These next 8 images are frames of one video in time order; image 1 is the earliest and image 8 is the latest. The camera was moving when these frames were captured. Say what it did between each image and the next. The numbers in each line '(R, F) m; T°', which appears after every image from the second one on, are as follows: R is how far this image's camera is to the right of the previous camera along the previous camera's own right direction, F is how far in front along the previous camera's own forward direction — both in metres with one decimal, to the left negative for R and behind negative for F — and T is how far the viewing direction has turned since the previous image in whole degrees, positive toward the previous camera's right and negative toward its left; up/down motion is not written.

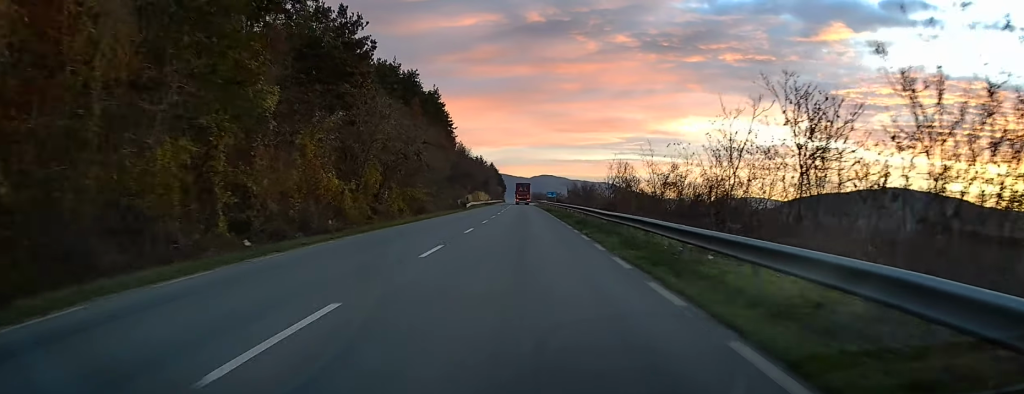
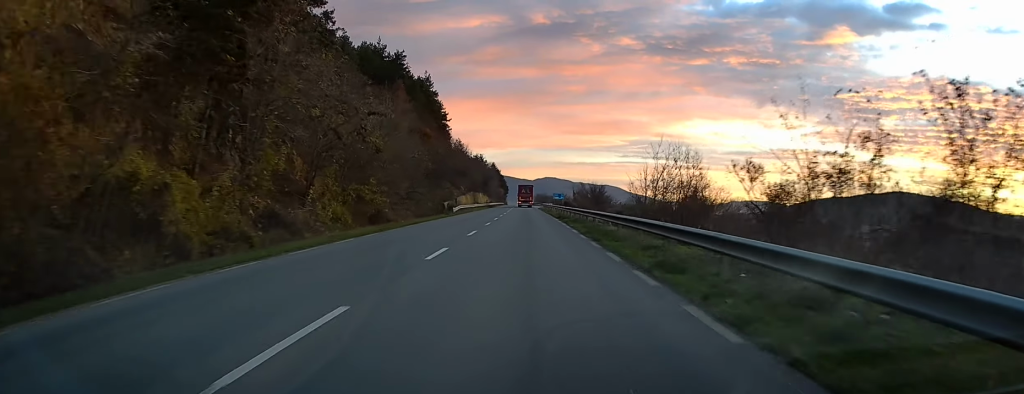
(-0.2, +18.2) m; 0°
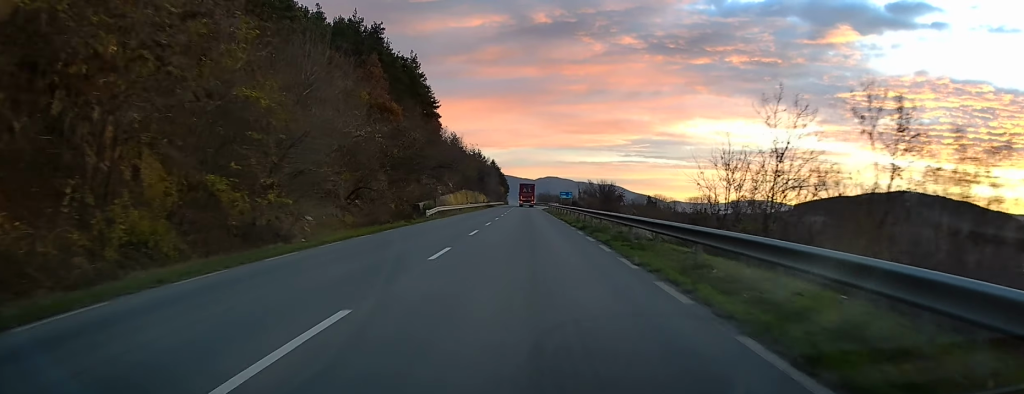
(+0.1, +18.2) m; +1°
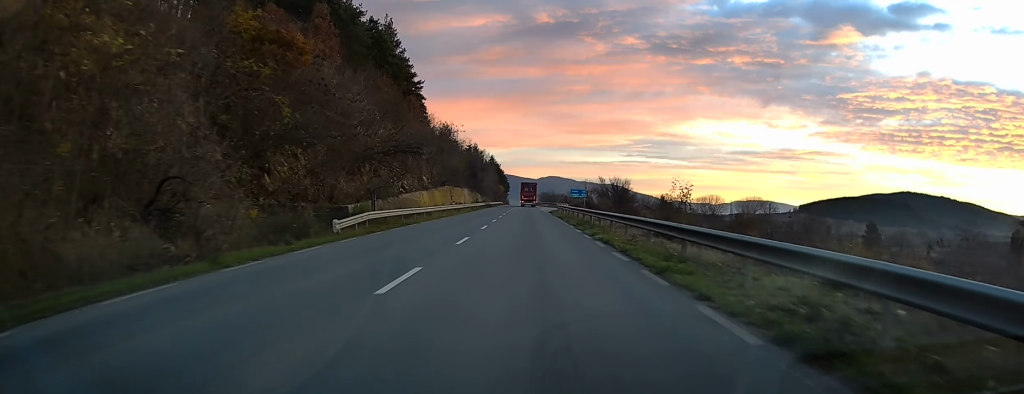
(+0.2, +22.6) m; 0°
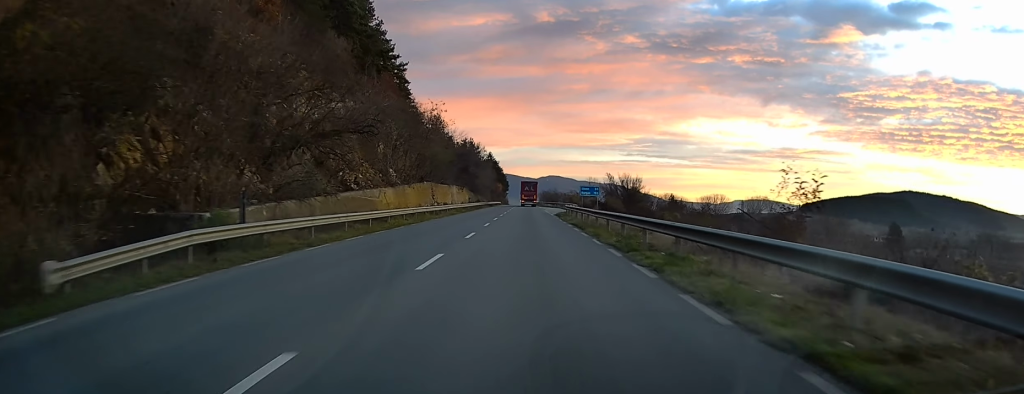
(0.0, +15.4) m; 0°
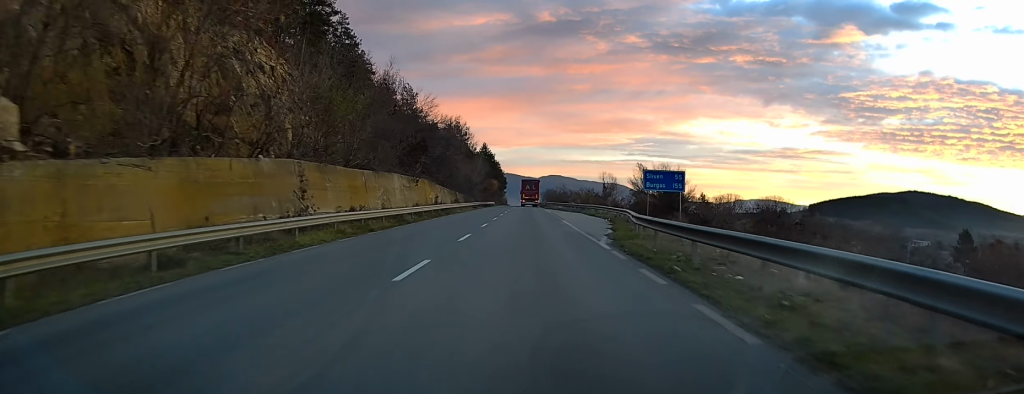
(0.0, +37.5) m; 0°
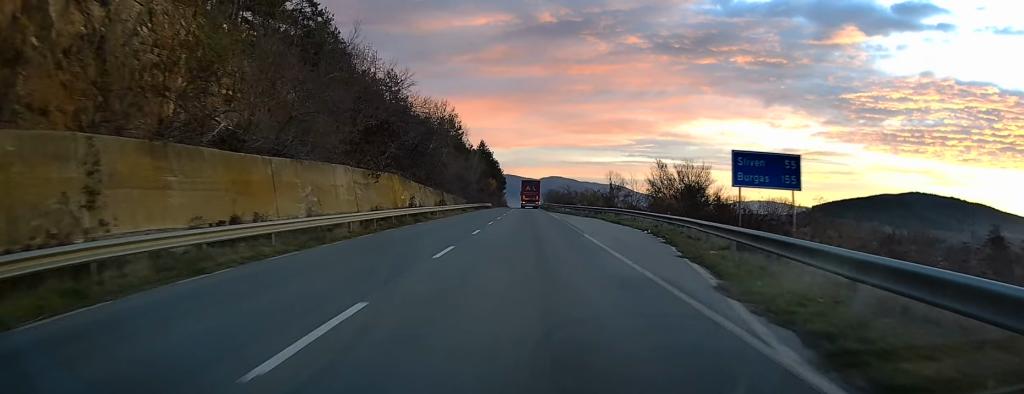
(-0.2, +14.0) m; 0°
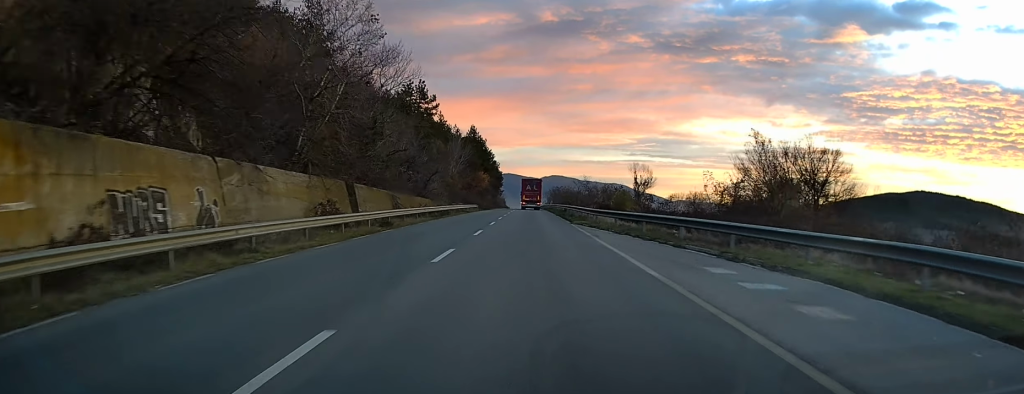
(+0.2, +37.6) m; +1°
